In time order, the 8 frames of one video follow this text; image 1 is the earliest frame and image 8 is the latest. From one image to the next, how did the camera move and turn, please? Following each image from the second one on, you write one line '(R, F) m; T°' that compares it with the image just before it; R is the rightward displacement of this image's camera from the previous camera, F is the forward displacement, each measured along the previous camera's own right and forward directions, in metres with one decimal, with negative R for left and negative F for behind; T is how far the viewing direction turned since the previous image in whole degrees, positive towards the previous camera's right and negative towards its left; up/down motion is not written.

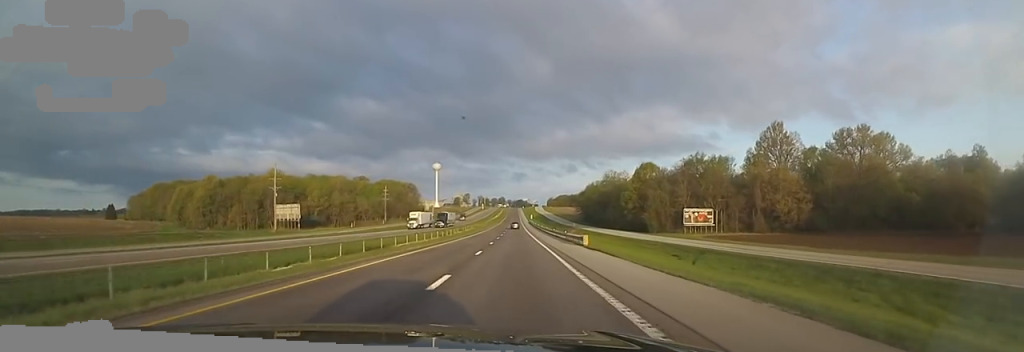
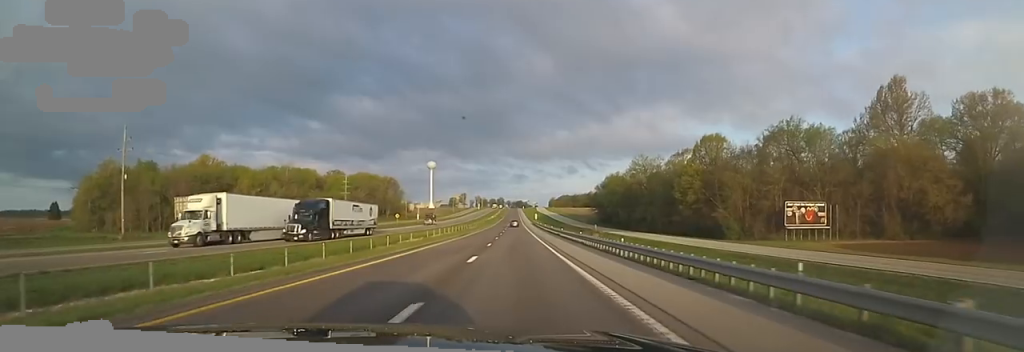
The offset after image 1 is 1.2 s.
(0.0, +42.2) m; -2°
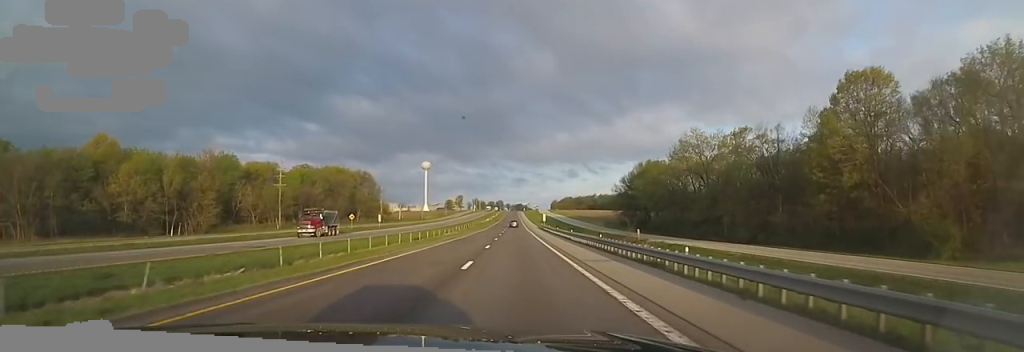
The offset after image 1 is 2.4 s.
(-1.4, +40.3) m; 0°
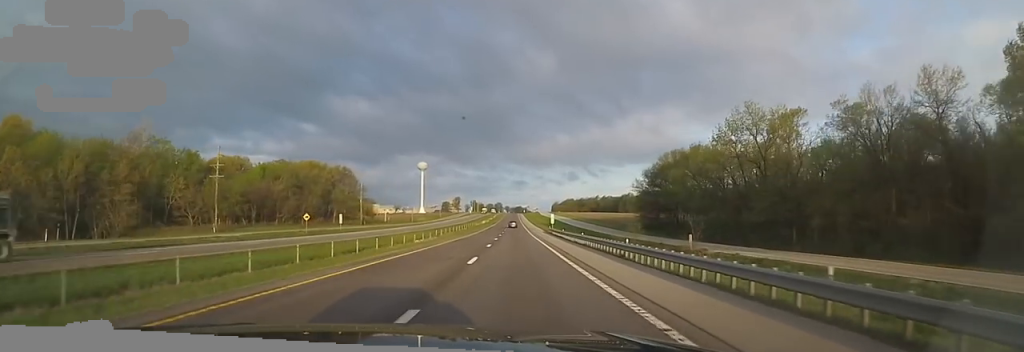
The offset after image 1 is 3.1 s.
(+0.9, +22.8) m; +2°
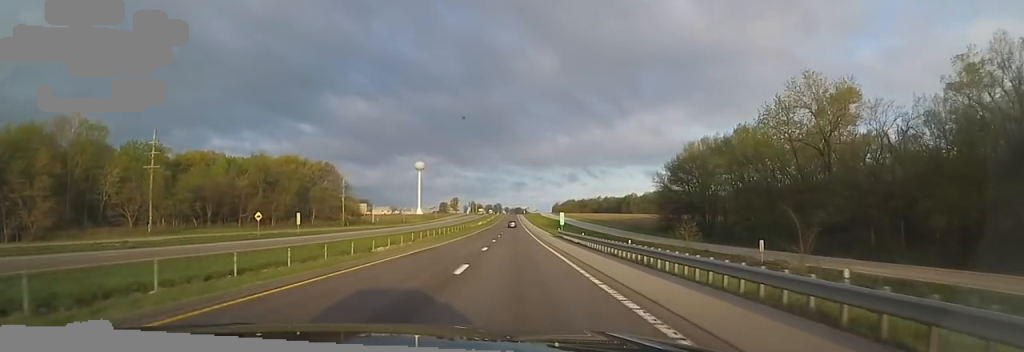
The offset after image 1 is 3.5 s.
(+0.2, +15.9) m; +1°
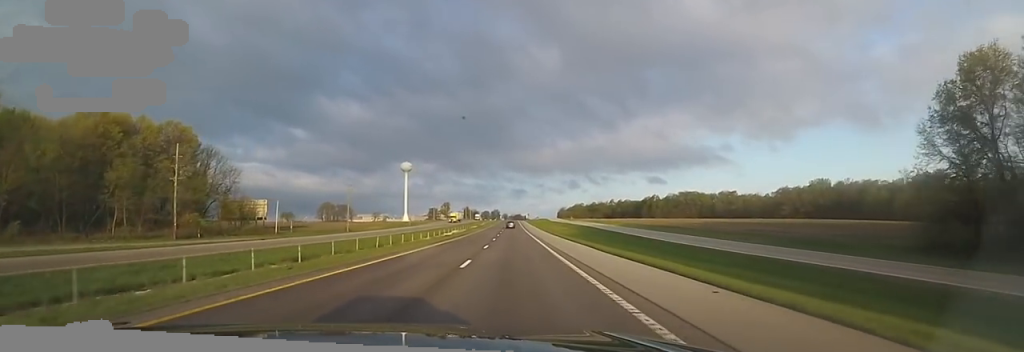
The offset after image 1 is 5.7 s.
(+0.1, +70.4) m; 0°
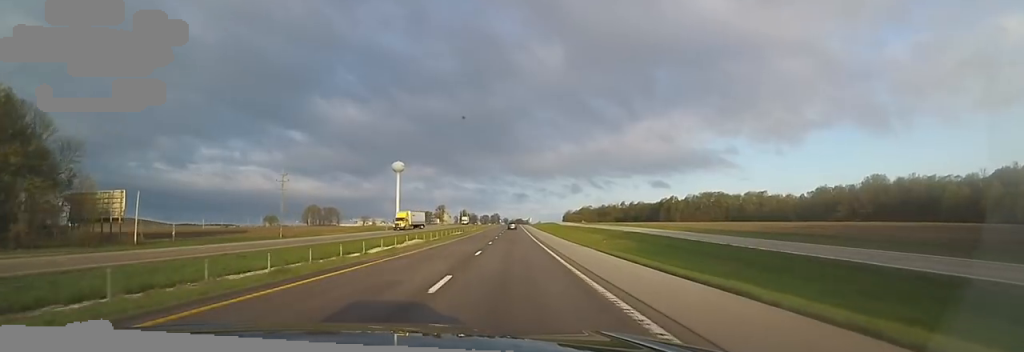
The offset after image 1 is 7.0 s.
(0.0, +41.7) m; 0°
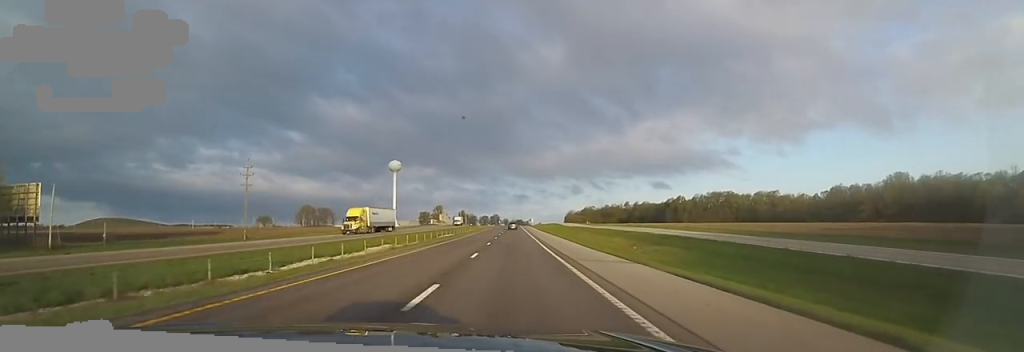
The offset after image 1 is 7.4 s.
(0.0, +14.0) m; 0°
